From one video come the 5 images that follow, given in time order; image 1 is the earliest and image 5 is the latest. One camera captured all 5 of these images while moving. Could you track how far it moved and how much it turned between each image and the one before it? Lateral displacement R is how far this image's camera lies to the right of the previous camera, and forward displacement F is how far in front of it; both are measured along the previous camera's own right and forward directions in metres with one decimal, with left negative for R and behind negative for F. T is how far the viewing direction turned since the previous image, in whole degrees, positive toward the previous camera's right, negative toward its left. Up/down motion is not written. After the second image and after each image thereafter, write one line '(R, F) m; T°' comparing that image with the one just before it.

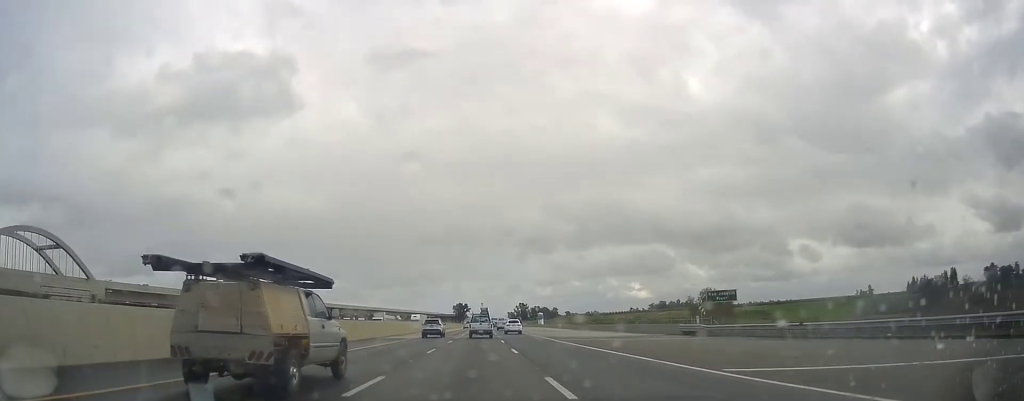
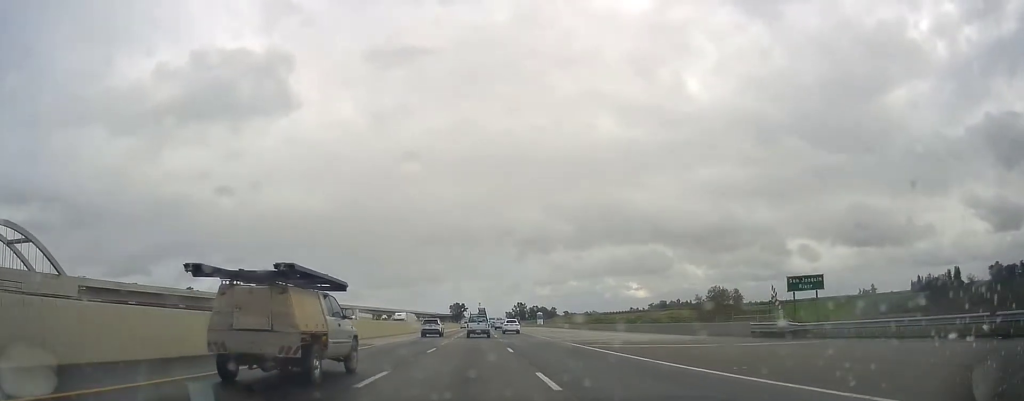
(-0.2, +14.1) m; 0°
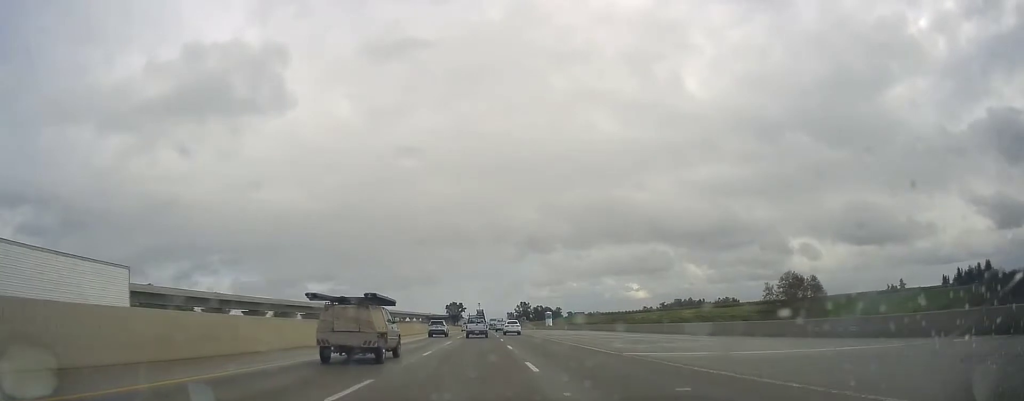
(+0.3, +68.4) m; 0°
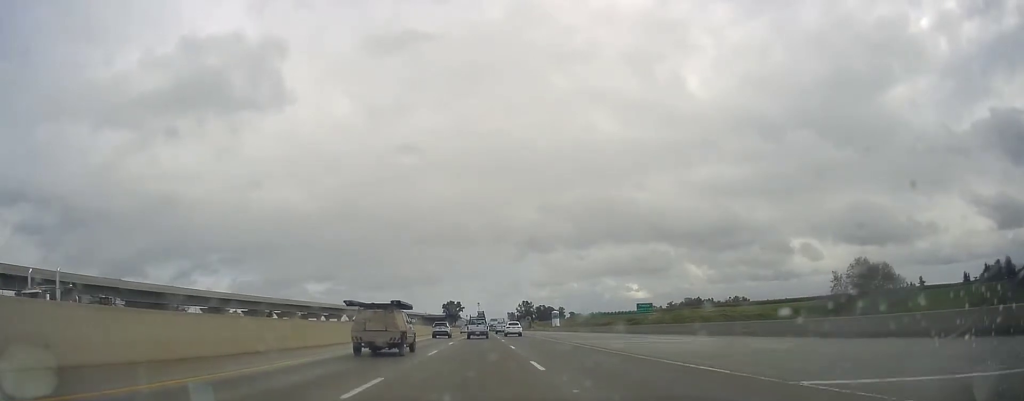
(+0.4, +43.6) m; +2°
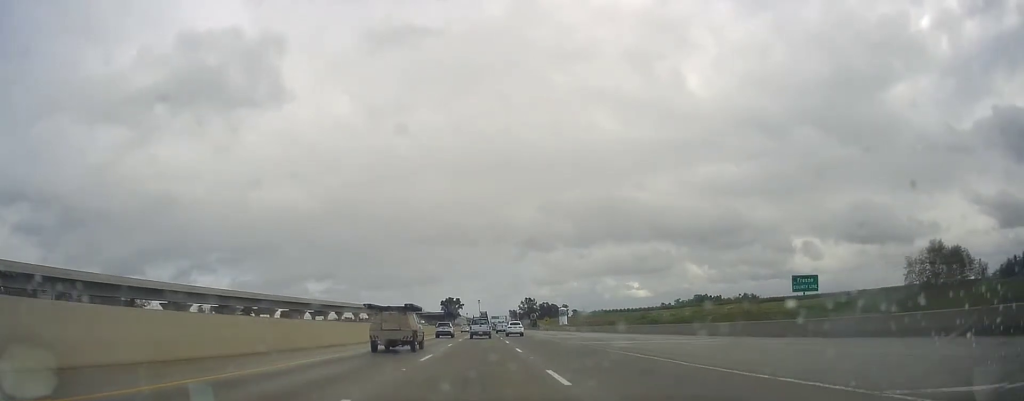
(+0.6, +31.8) m; 0°
